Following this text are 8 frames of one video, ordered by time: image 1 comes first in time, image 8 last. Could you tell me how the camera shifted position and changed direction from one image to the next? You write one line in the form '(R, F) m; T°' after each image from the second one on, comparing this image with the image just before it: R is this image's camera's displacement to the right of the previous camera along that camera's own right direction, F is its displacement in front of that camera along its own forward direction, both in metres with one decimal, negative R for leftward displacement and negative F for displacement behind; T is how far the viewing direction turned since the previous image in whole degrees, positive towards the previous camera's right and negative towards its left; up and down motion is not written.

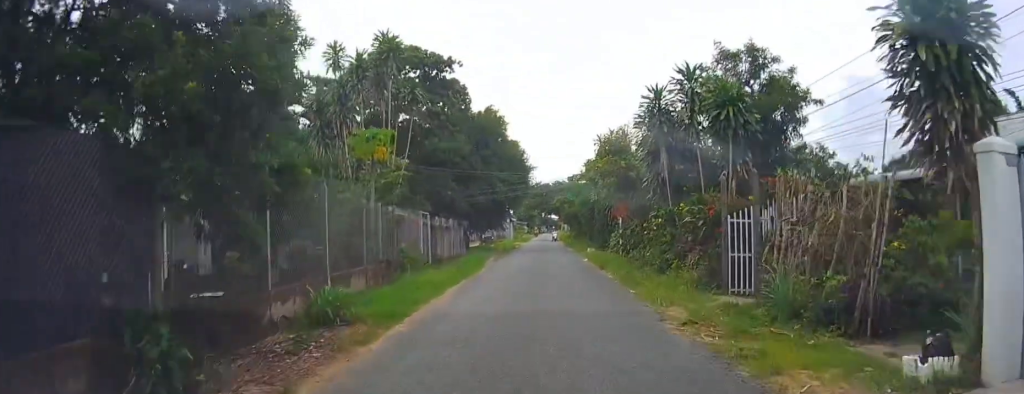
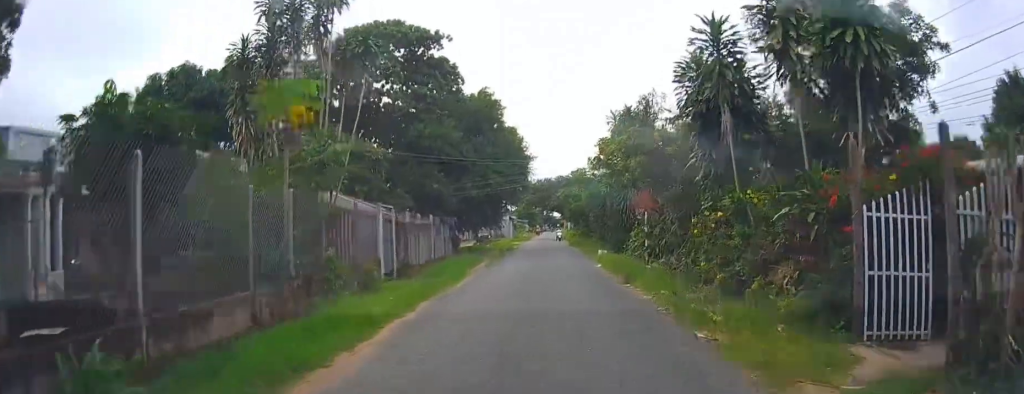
(+0.2, +6.5) m; +1°
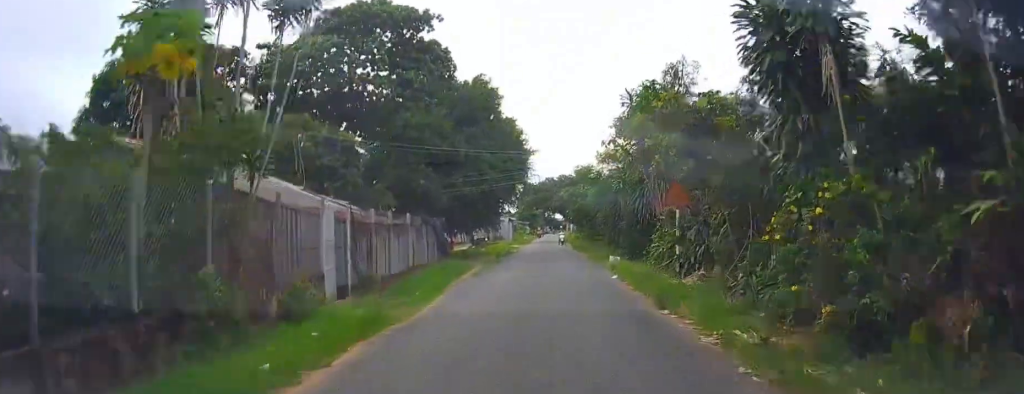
(0.0, +5.0) m; -1°
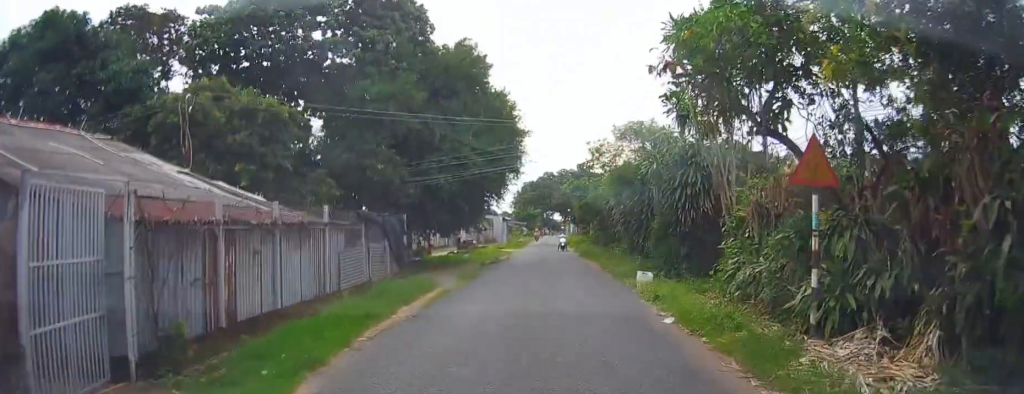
(-0.1, +9.3) m; -1°
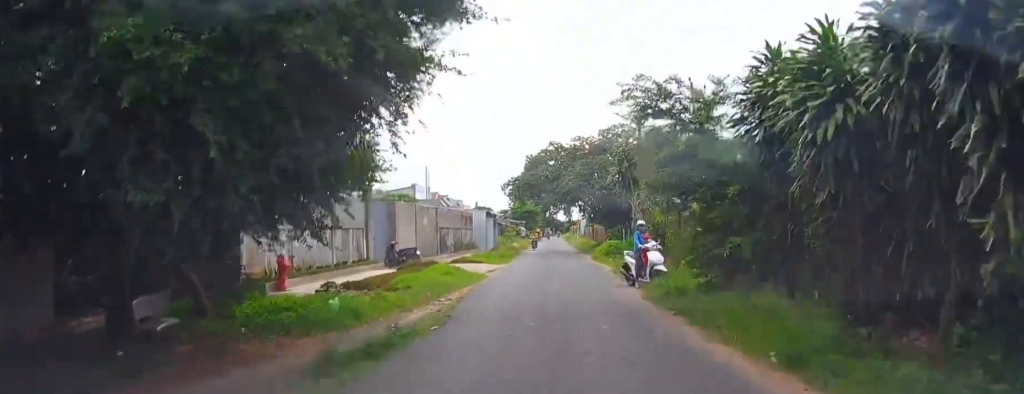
(-0.9, +25.4) m; -2°
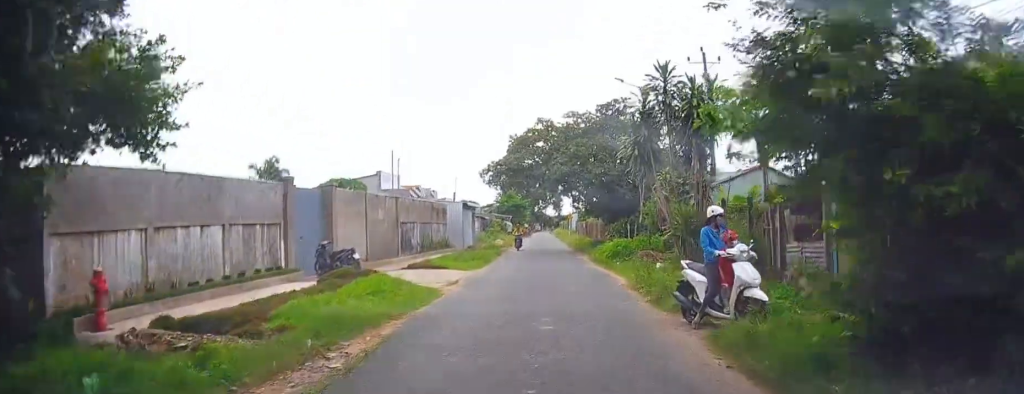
(+0.3, +8.4) m; 0°
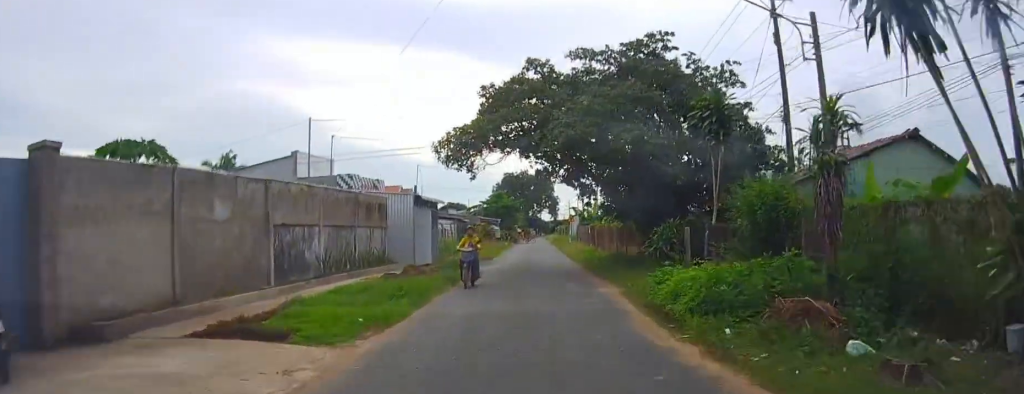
(0.0, +14.2) m; +1°
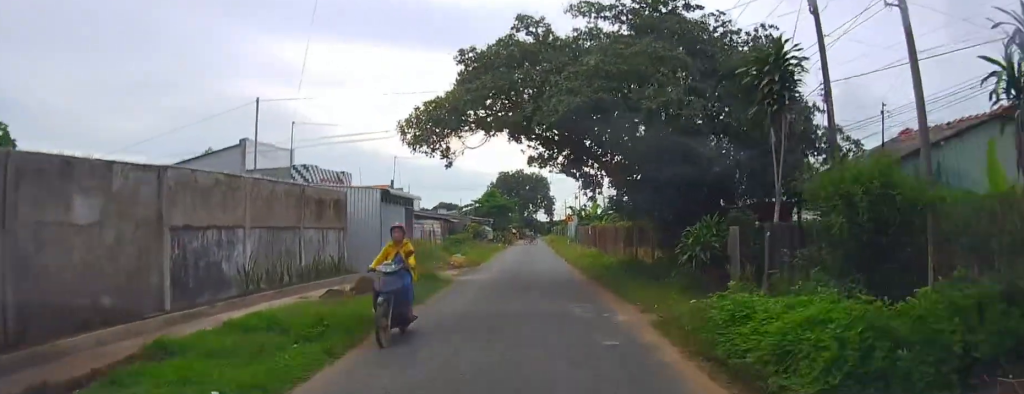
(0.0, +4.6) m; 0°
